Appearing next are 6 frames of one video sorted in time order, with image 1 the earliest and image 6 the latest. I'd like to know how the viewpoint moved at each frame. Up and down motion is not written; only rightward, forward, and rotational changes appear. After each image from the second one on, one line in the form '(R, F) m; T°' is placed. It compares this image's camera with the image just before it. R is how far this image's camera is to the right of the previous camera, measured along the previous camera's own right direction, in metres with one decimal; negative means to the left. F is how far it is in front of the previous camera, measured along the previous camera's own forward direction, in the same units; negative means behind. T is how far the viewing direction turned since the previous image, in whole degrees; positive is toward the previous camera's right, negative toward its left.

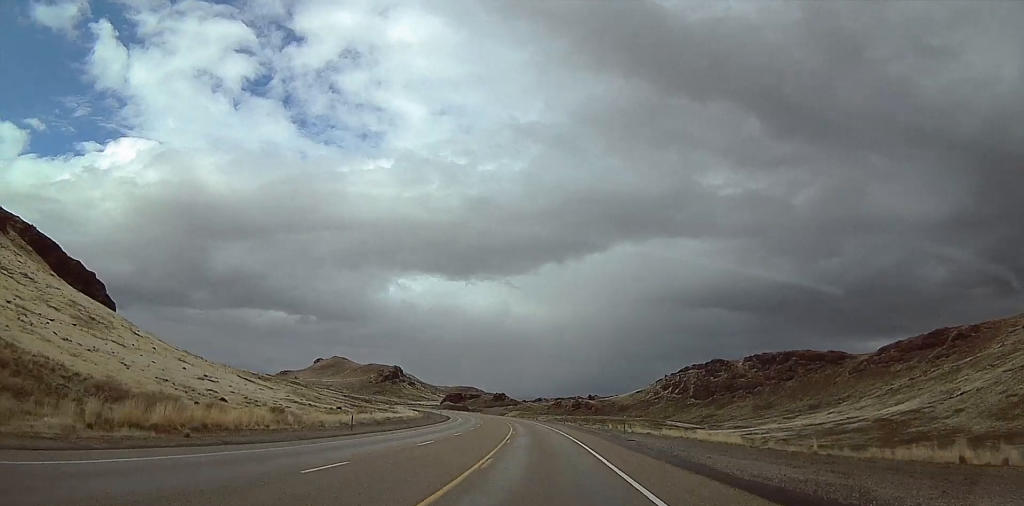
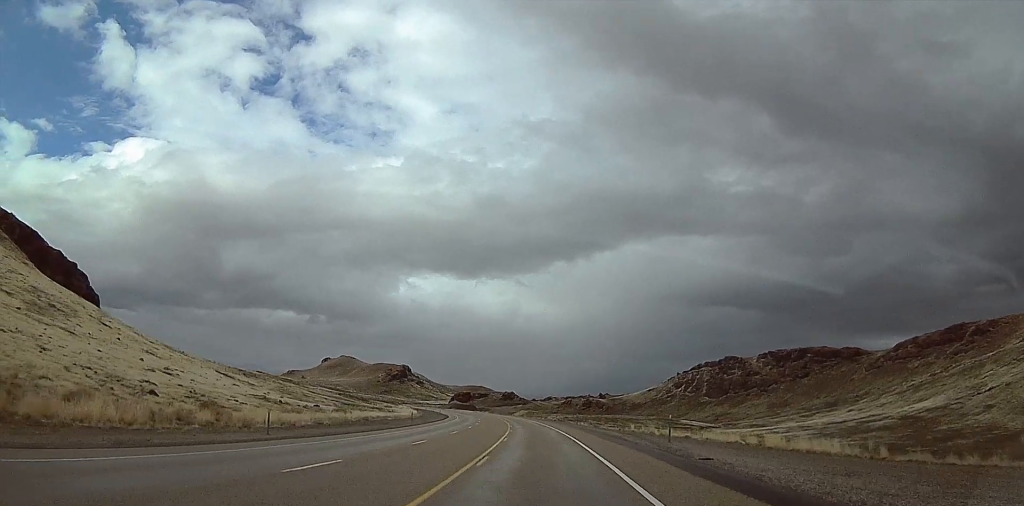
(-0.3, +15.6) m; -1°
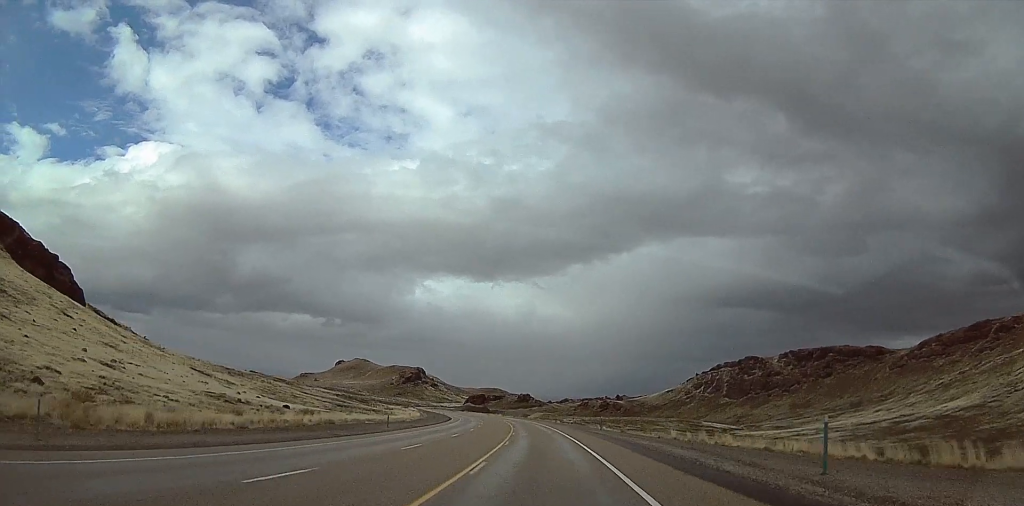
(+0.1, +17.2) m; -1°
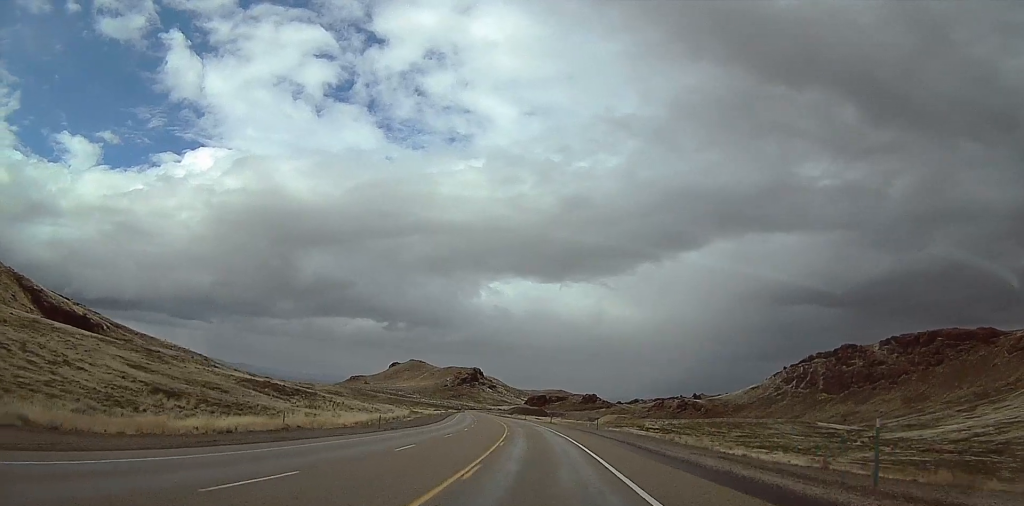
(-5.5, +93.5) m; -7°
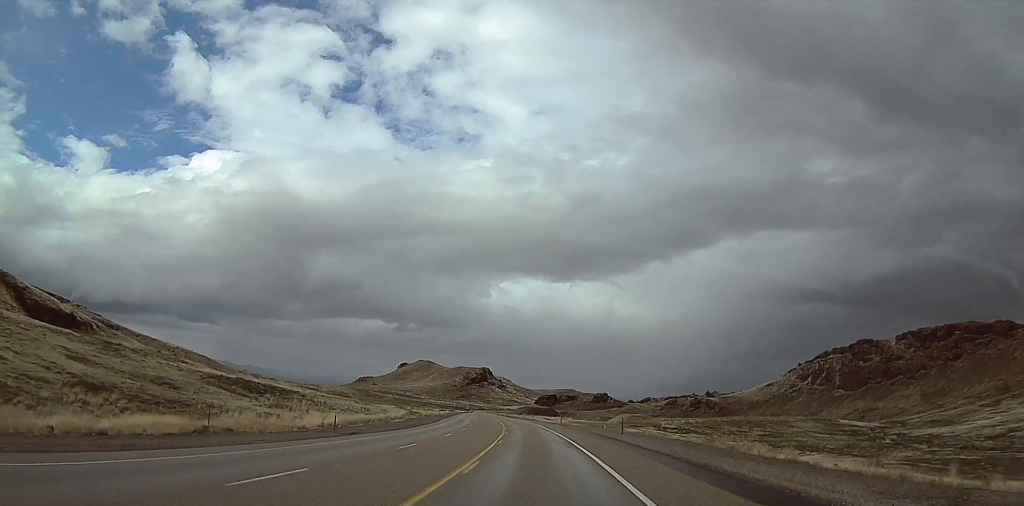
(0.0, +14.4) m; +1°
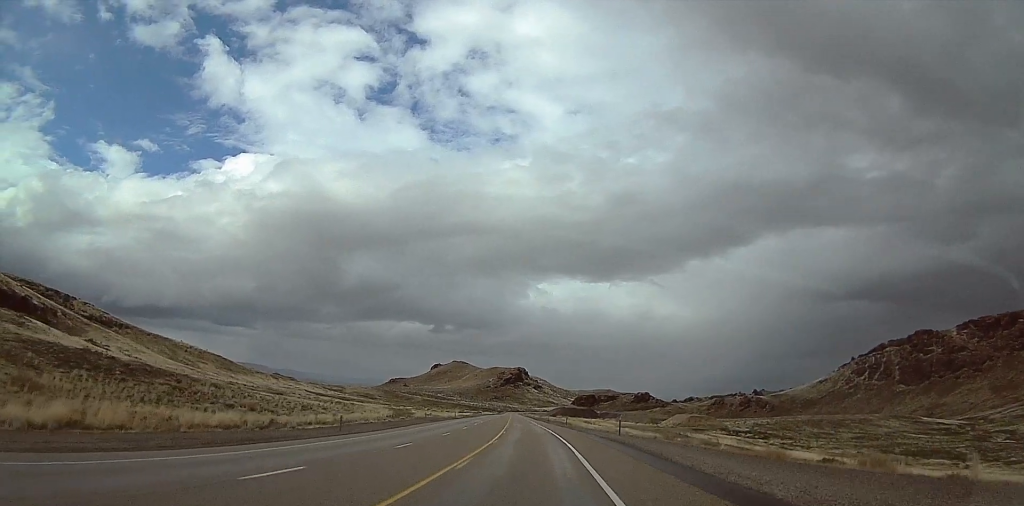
(+0.8, +45.9) m; -4°
